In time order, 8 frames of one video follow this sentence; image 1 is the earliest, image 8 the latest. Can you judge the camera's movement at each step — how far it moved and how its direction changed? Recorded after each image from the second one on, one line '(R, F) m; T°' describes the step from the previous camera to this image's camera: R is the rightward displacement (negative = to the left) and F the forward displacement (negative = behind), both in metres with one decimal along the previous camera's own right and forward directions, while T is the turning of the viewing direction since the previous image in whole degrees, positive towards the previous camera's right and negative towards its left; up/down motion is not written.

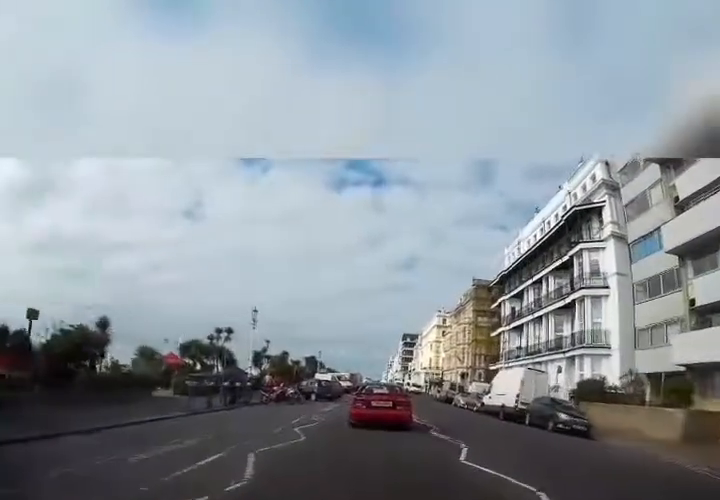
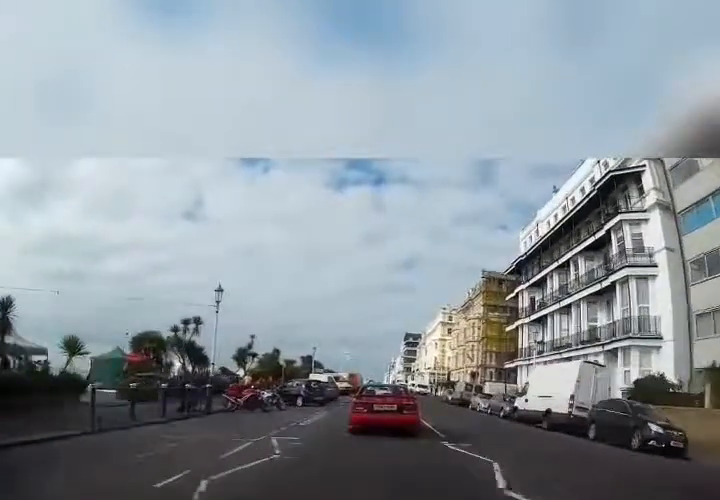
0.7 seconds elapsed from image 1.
(0.0, +6.5) m; 0°
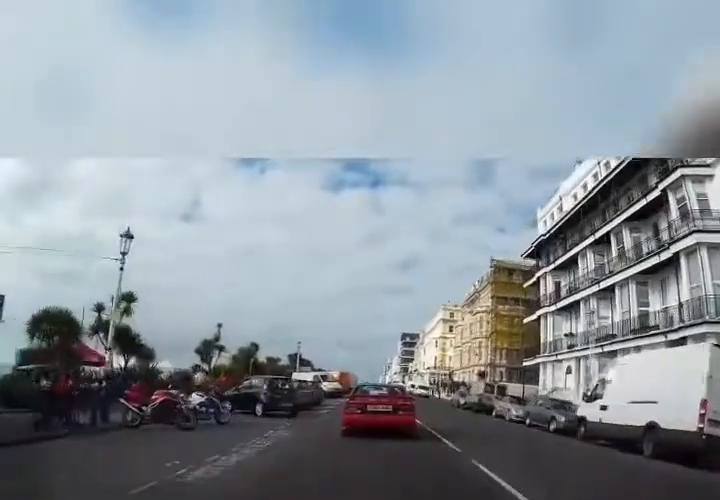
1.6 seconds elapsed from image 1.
(0.0, +8.1) m; +1°
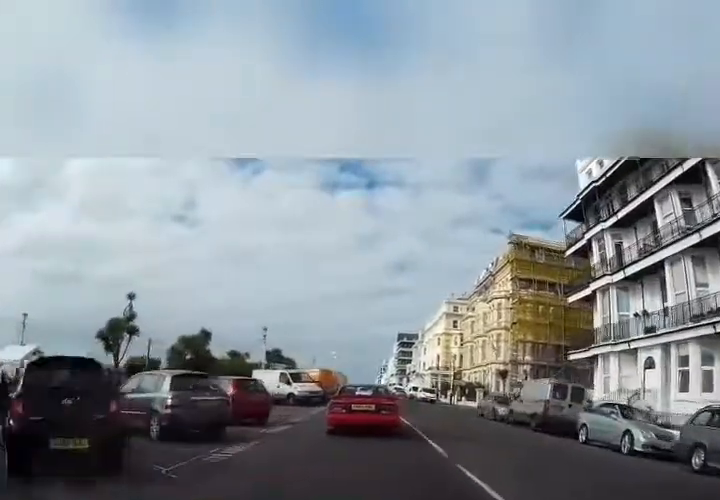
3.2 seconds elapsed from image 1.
(+0.1, +11.9) m; +2°
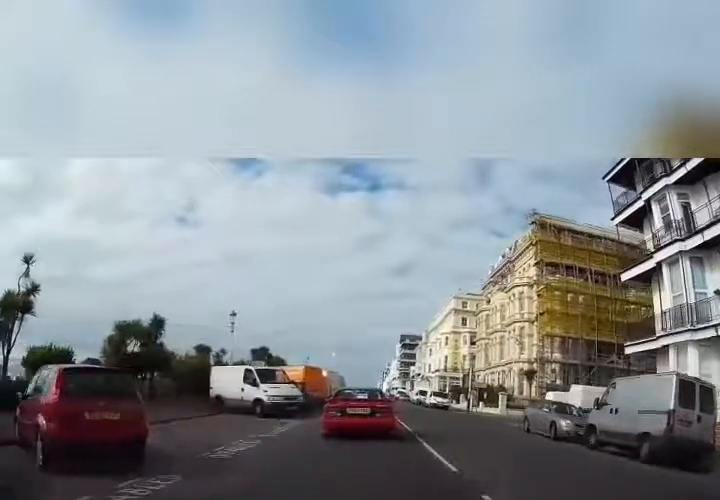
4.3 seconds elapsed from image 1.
(+0.2, +7.8) m; -1°
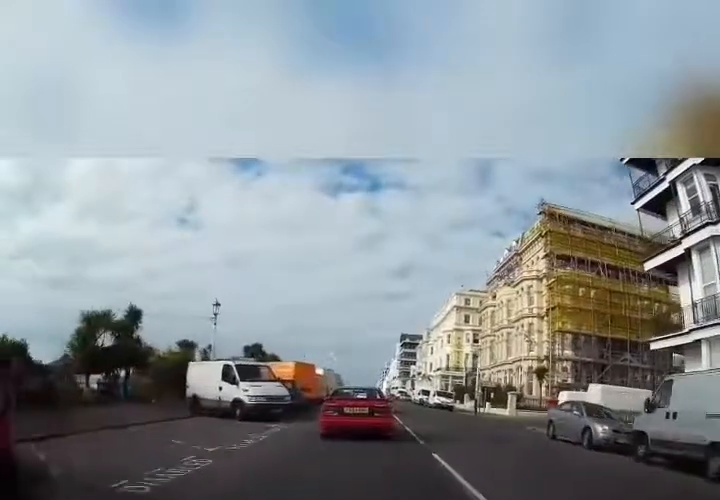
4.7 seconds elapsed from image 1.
(-0.1, +2.6) m; -1°
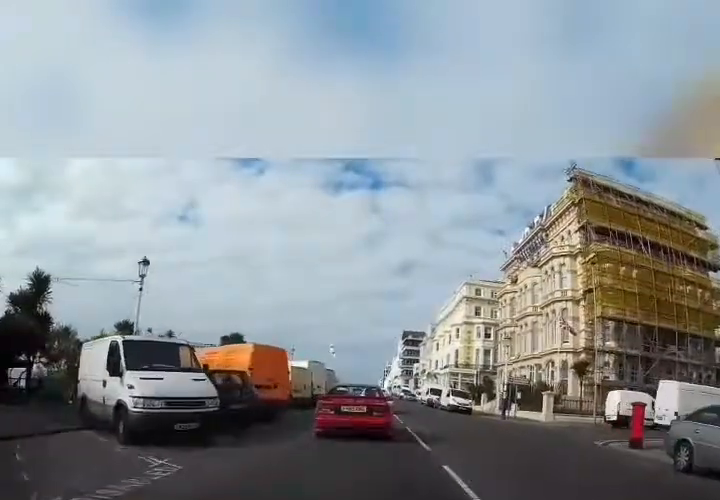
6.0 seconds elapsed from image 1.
(-0.1, +7.6) m; +1°
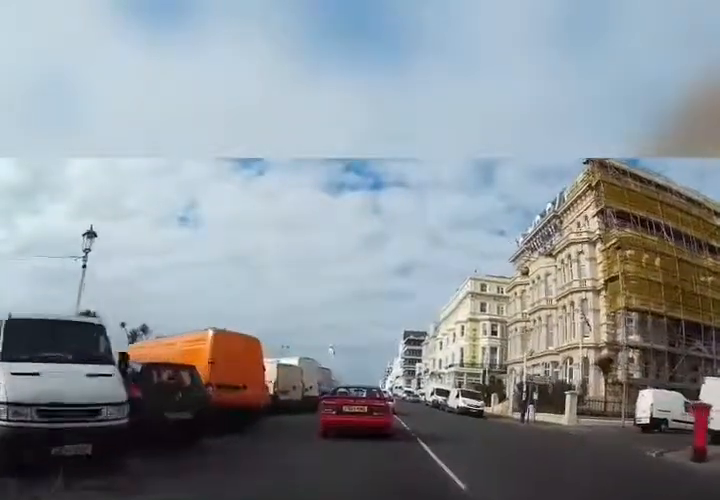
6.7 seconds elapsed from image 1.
(+0.1, +3.6) m; +4°
